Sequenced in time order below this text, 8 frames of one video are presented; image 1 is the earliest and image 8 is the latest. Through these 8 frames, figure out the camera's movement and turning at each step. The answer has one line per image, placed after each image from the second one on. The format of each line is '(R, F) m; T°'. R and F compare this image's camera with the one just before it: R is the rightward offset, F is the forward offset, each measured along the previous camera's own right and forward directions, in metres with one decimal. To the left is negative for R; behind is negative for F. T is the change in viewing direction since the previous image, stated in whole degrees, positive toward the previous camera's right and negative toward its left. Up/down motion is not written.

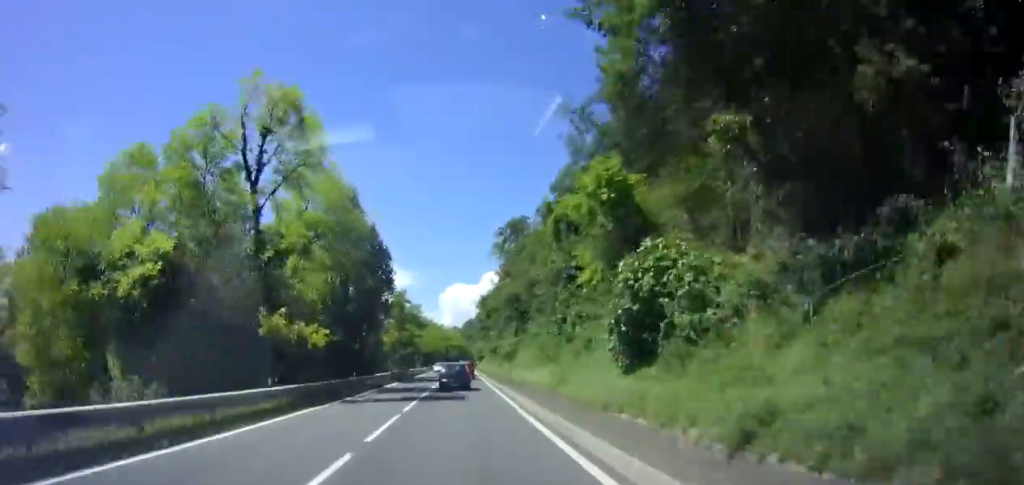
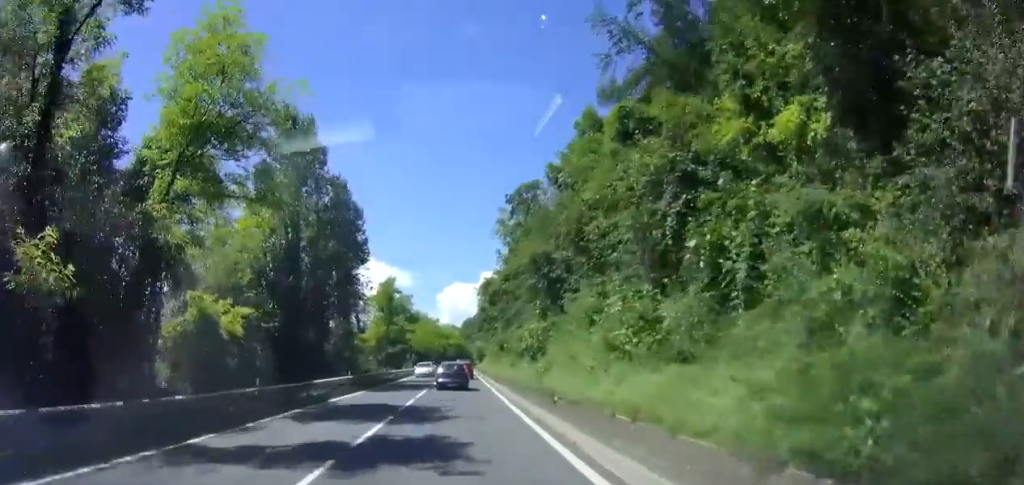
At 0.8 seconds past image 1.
(0.0, +12.5) m; -1°
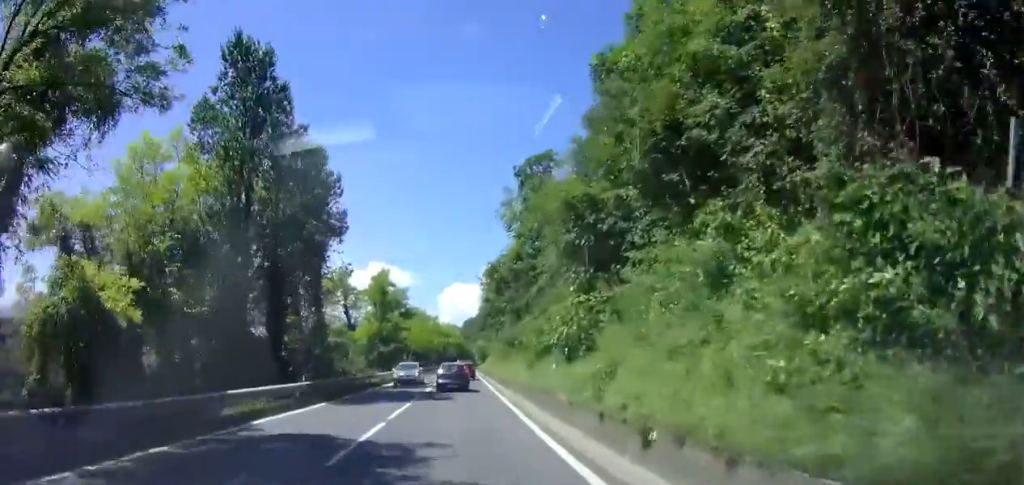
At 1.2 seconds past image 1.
(-0.1, +7.6) m; -1°
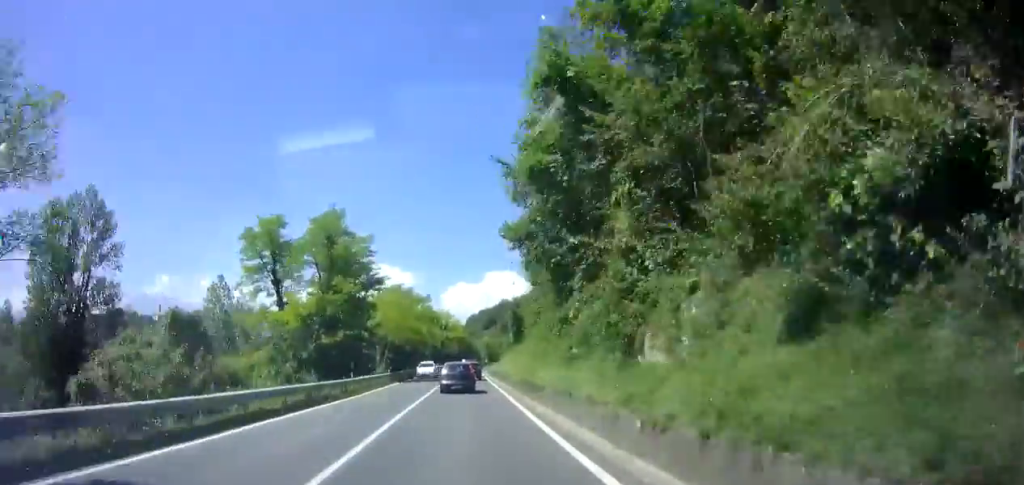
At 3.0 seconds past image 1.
(-0.3, +28.5) m; 0°
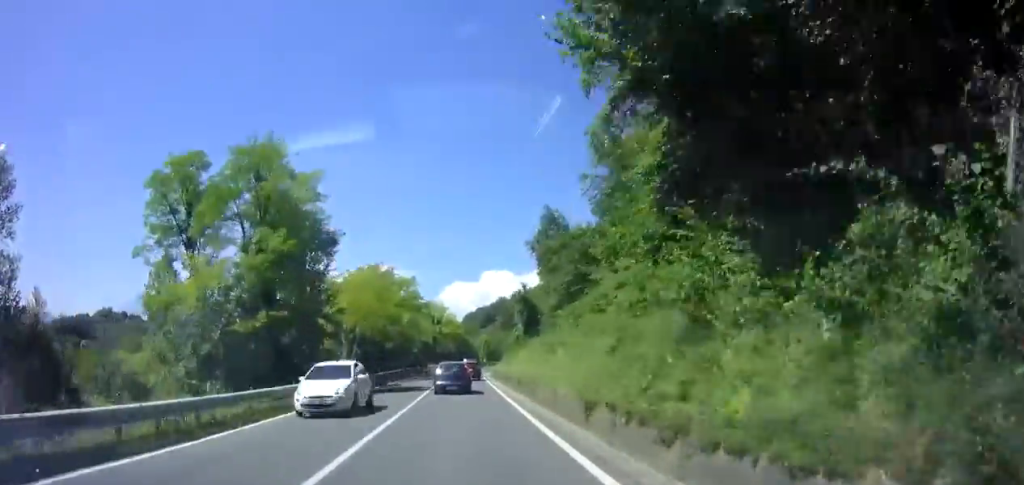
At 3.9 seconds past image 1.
(0.0, +14.7) m; +1°
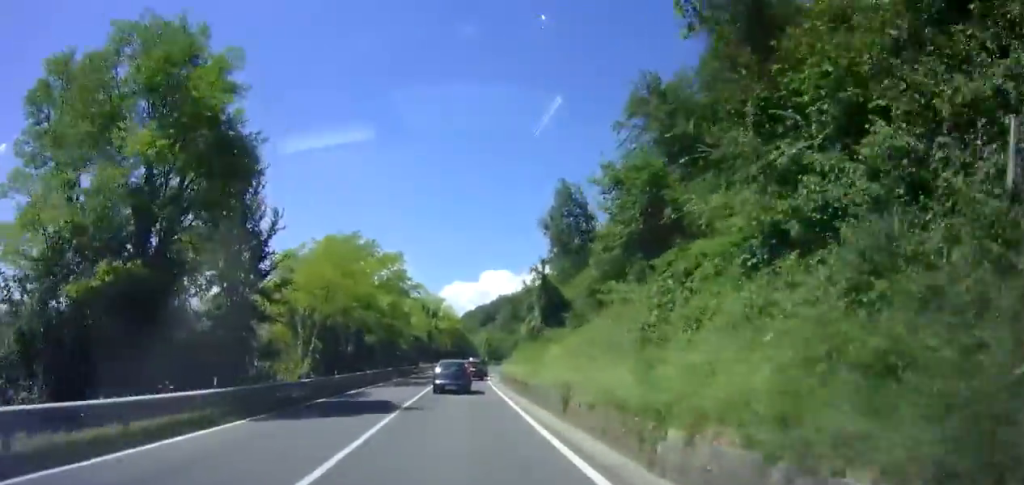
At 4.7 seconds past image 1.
(+0.2, +11.5) m; +1°
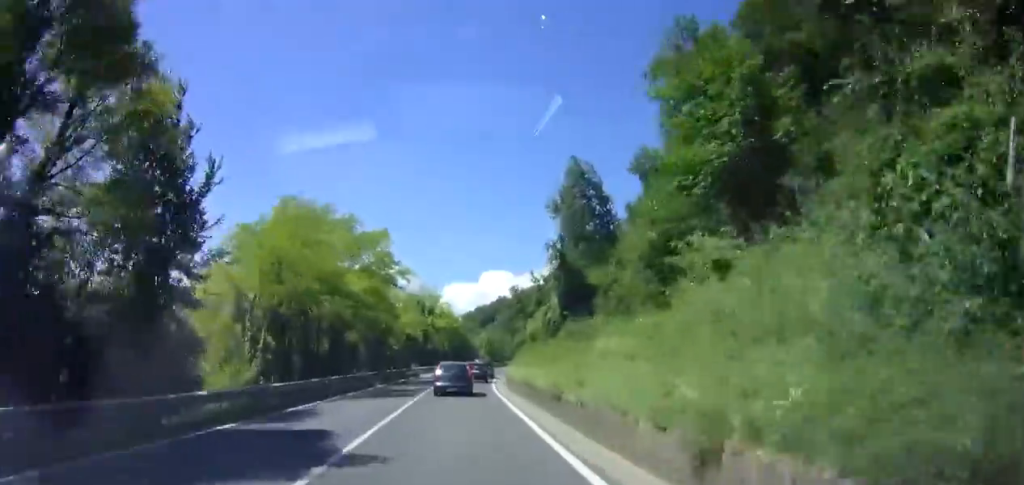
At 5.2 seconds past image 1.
(-0.1, +7.6) m; 0°
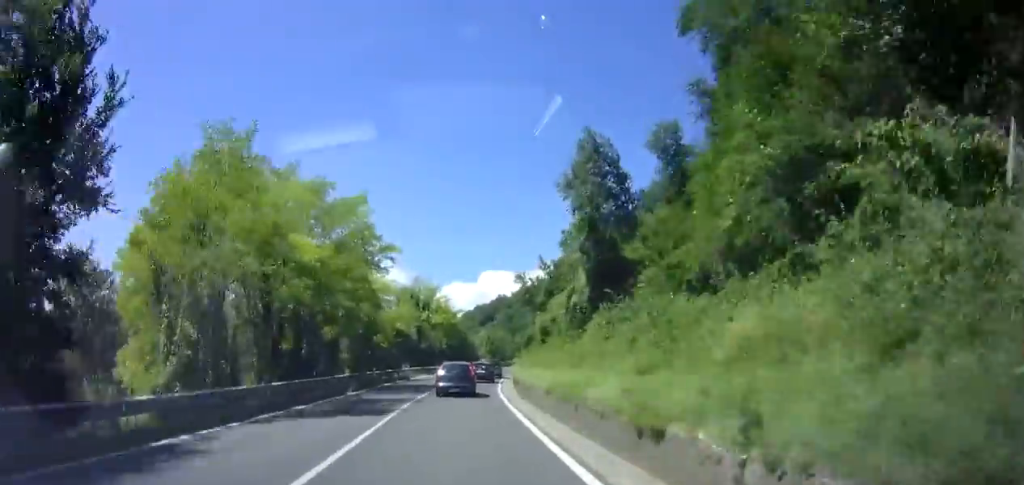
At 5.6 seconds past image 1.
(-0.1, +7.1) m; 0°
